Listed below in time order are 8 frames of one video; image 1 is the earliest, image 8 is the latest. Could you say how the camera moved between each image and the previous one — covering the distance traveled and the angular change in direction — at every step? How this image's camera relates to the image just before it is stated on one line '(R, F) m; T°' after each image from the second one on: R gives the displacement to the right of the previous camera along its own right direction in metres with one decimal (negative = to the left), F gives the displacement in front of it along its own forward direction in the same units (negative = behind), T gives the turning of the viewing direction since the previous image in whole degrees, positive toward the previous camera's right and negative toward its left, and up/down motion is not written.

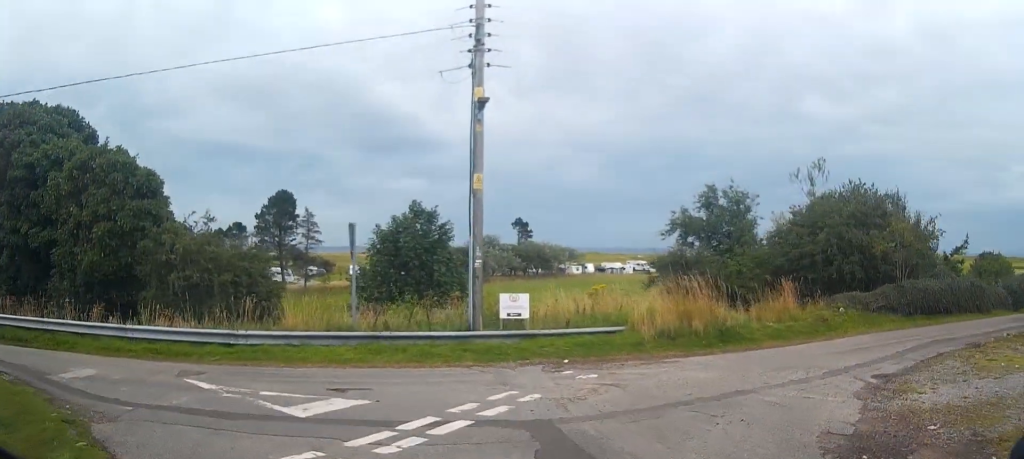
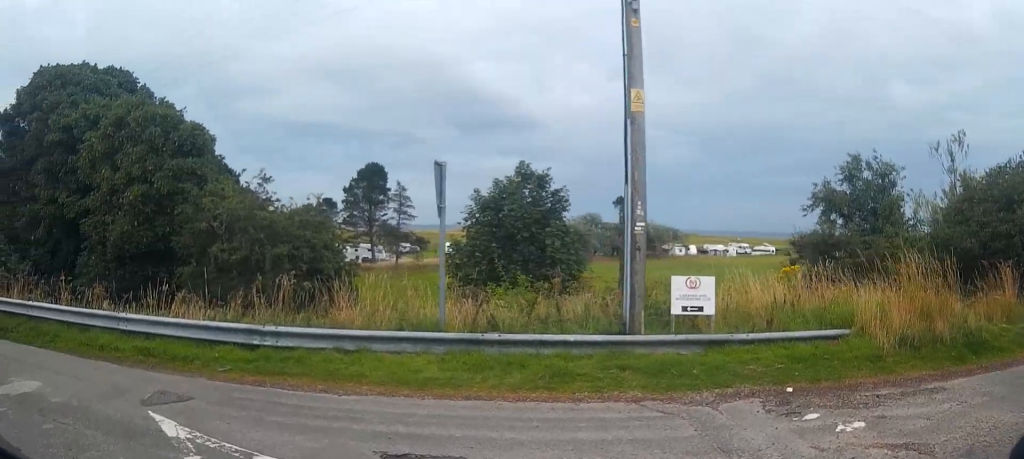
(-0.6, +5.0) m; -24°
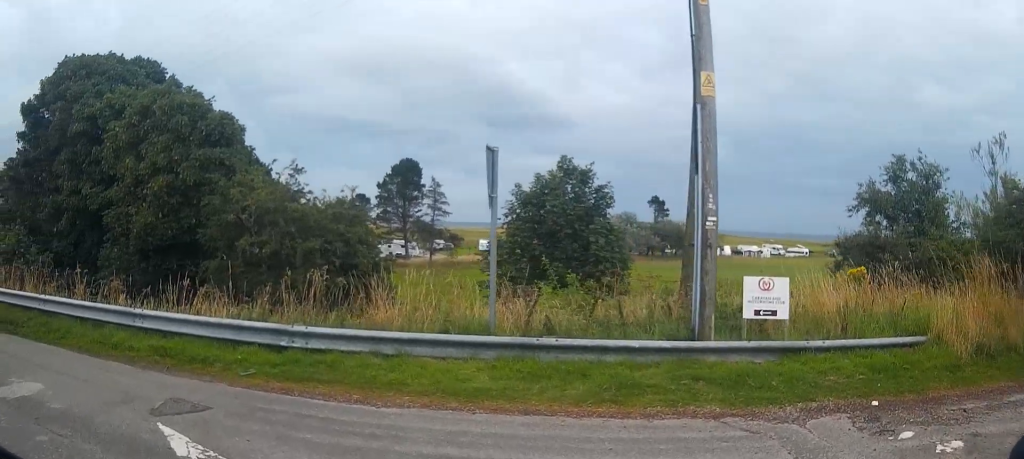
(0.0, +0.8) m; -7°
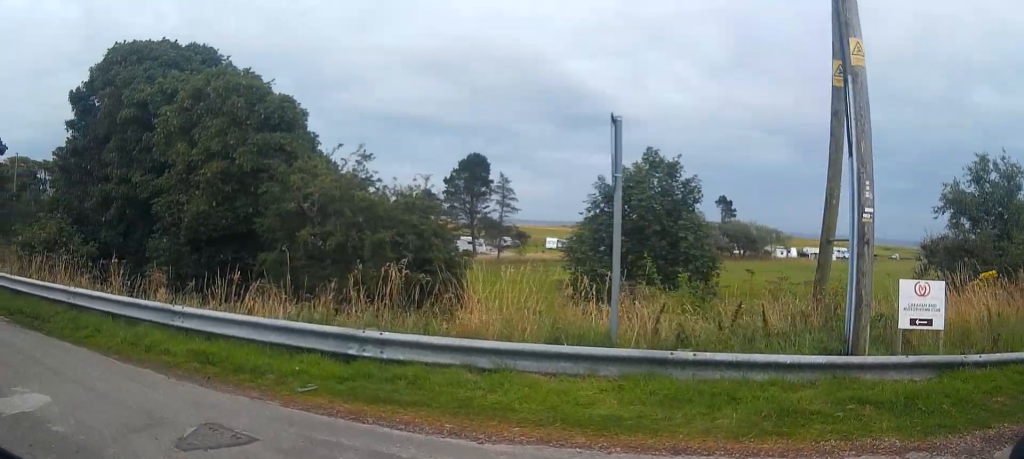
(-0.2, +1.4) m; -5°
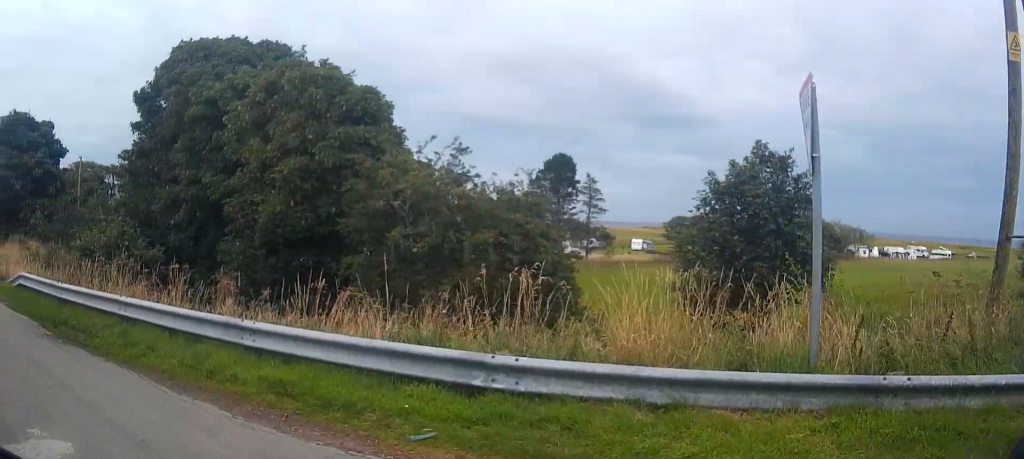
(-0.1, +1.4) m; -2°
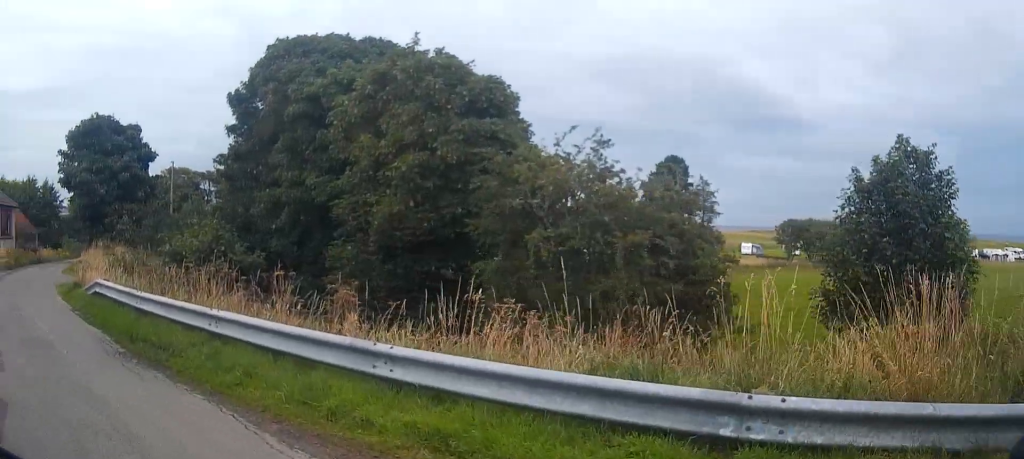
(0.0, +1.5) m; +2°
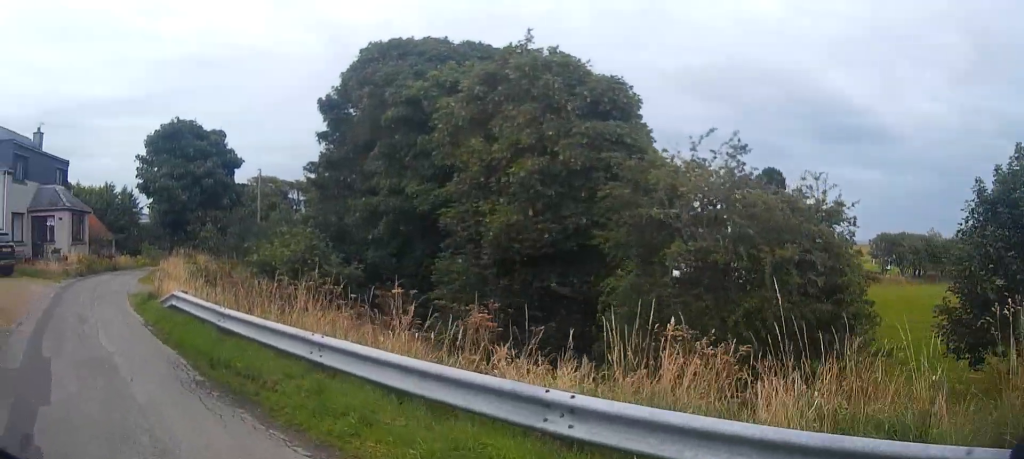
(0.0, +1.3) m; -2°
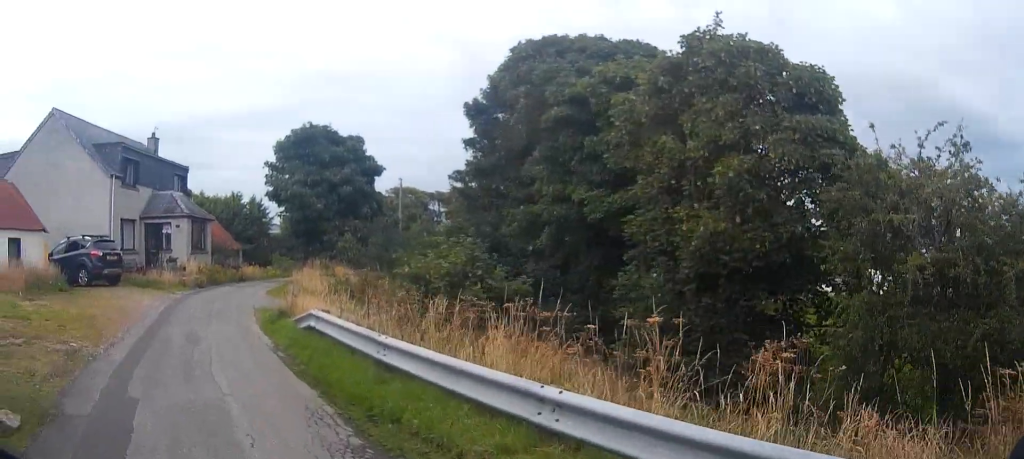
(+0.1, +2.2) m; -7°
